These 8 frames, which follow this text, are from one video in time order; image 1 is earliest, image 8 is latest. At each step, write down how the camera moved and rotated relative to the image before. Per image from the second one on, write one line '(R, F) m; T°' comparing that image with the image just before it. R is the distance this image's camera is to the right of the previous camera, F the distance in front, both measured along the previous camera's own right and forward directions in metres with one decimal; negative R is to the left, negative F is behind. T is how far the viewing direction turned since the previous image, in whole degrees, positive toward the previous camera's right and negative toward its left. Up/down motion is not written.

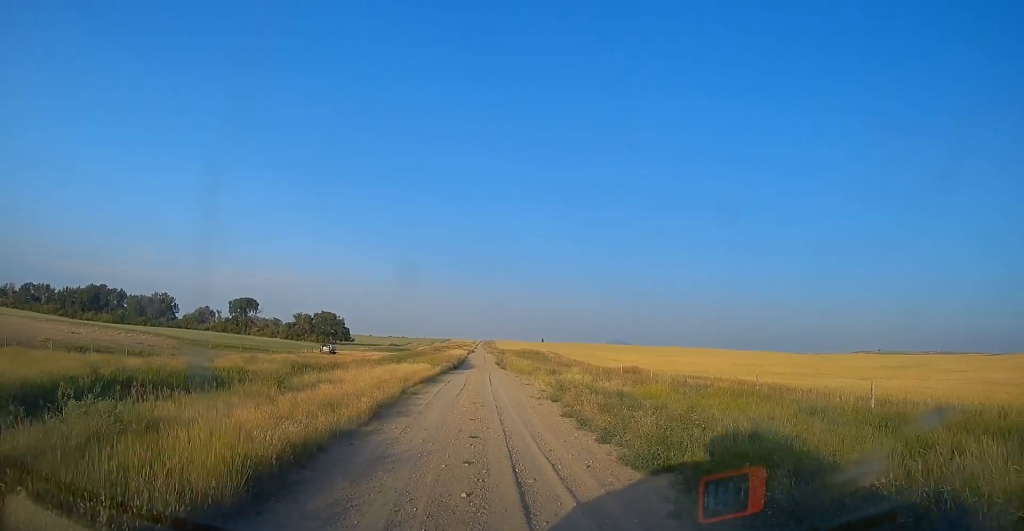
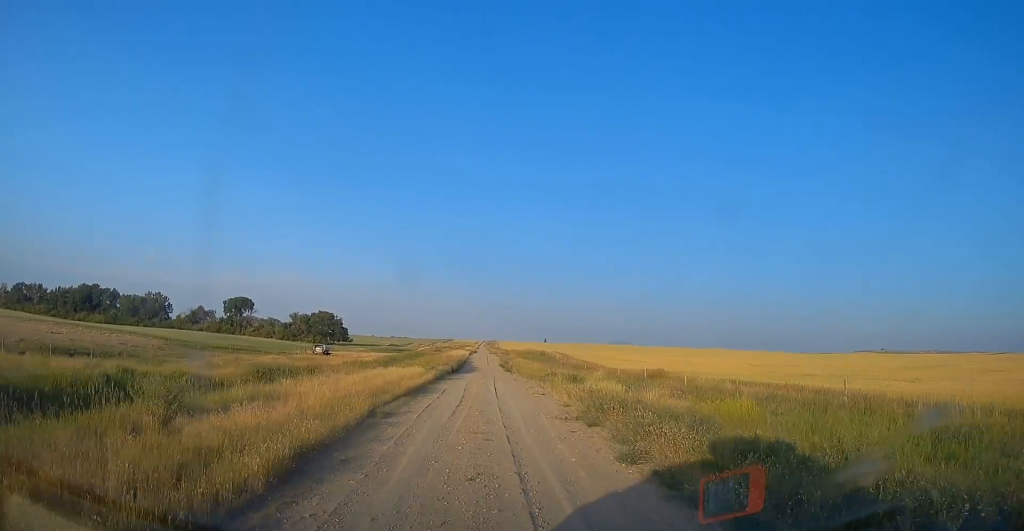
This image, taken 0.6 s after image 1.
(0.0, +5.9) m; 0°
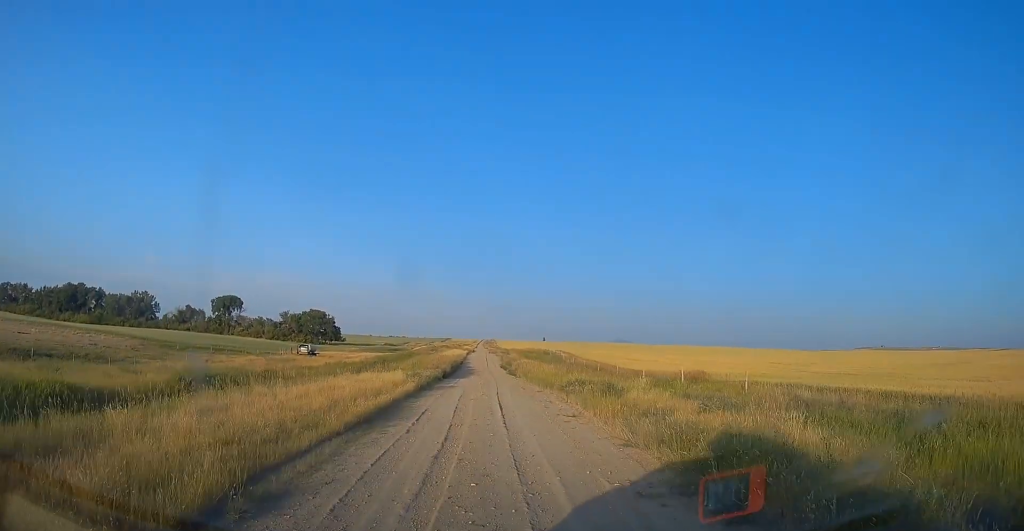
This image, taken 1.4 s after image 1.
(0.0, +7.7) m; 0°
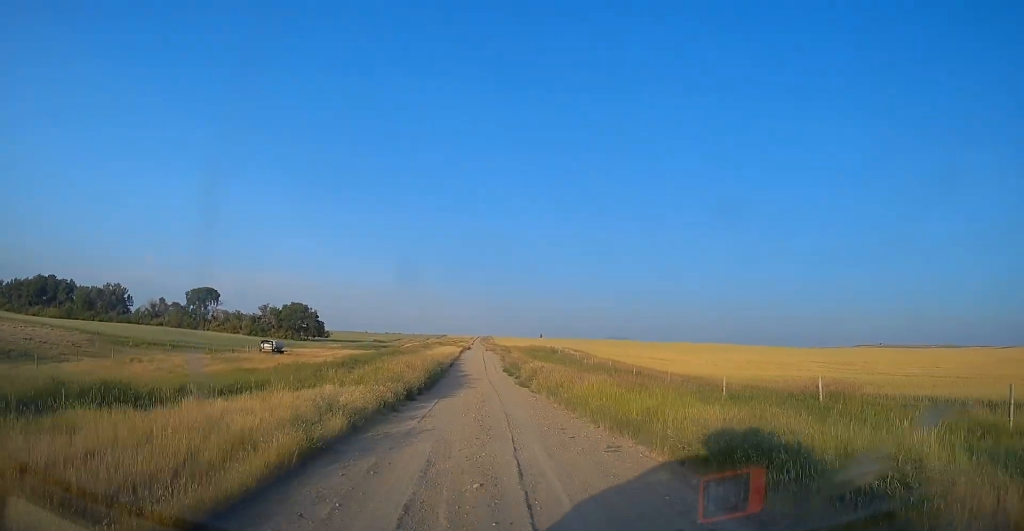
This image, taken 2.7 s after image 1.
(0.0, +14.0) m; 0°
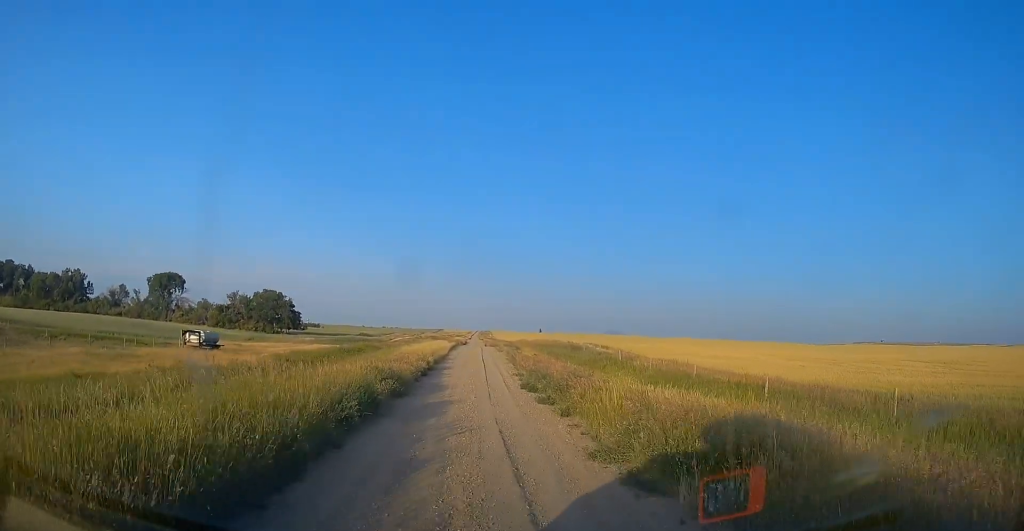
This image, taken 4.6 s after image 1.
(0.0, +19.7) m; 0°
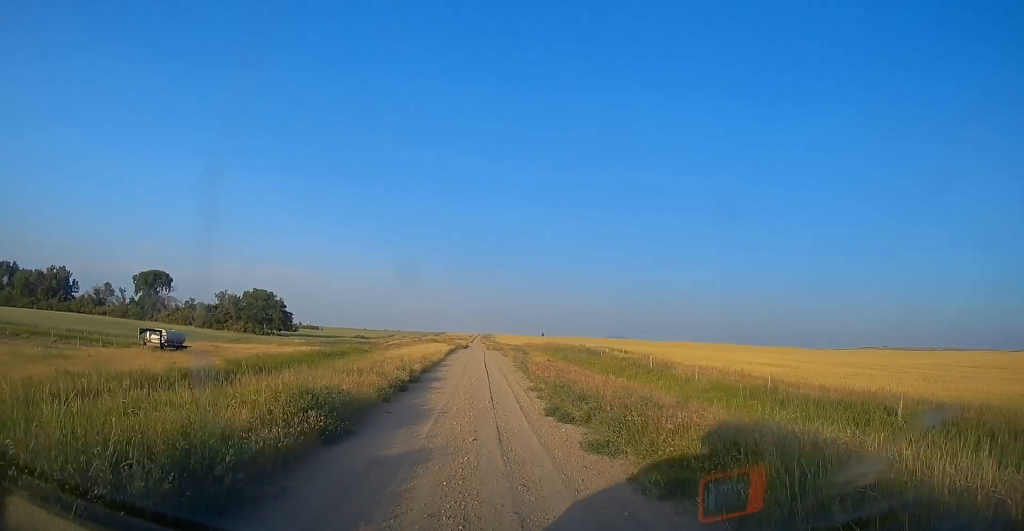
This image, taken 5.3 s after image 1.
(0.0, +7.6) m; 0°
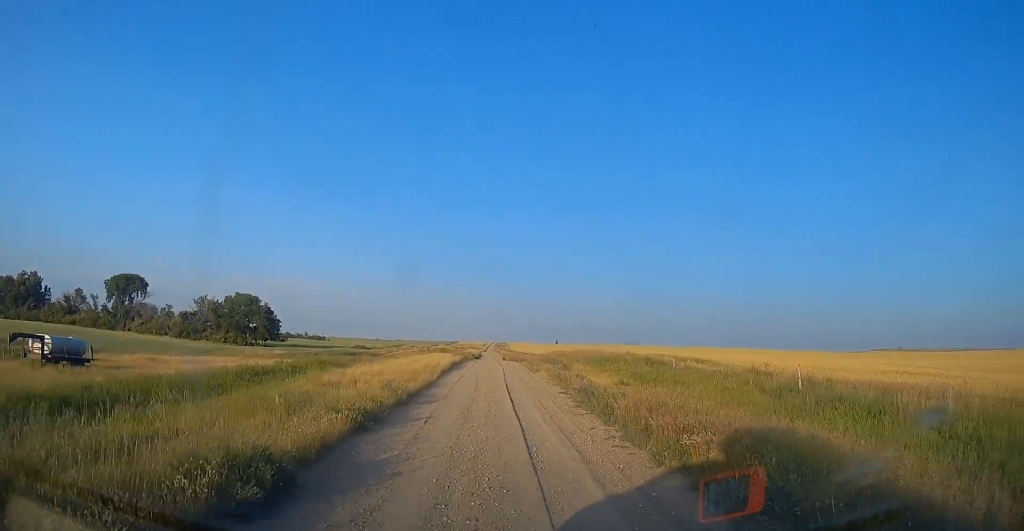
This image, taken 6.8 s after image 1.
(0.0, +16.1) m; 0°
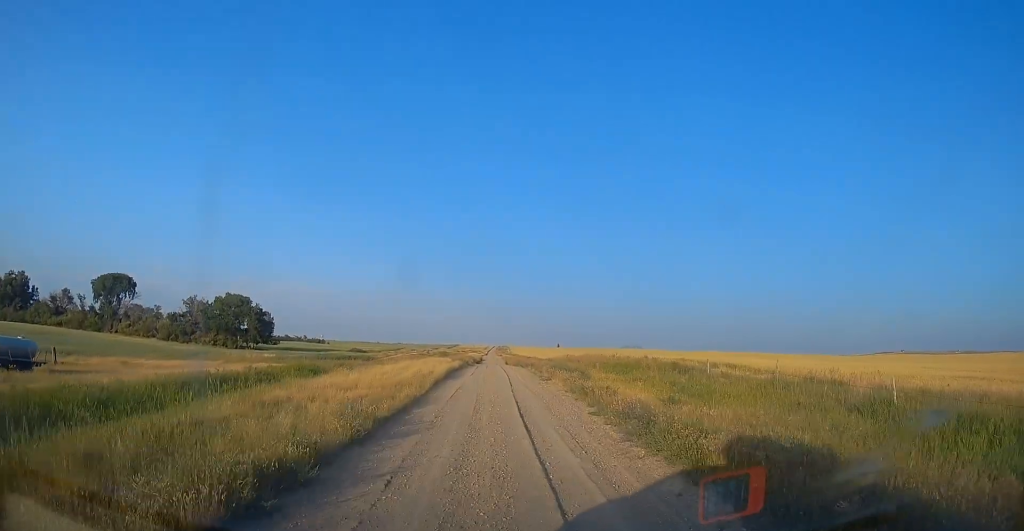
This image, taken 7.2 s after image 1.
(0.0, +5.2) m; 0°
